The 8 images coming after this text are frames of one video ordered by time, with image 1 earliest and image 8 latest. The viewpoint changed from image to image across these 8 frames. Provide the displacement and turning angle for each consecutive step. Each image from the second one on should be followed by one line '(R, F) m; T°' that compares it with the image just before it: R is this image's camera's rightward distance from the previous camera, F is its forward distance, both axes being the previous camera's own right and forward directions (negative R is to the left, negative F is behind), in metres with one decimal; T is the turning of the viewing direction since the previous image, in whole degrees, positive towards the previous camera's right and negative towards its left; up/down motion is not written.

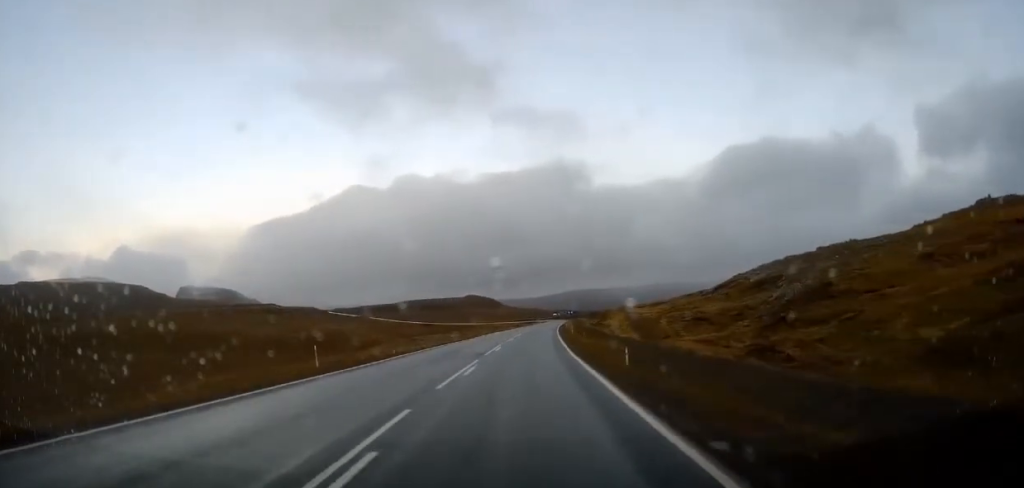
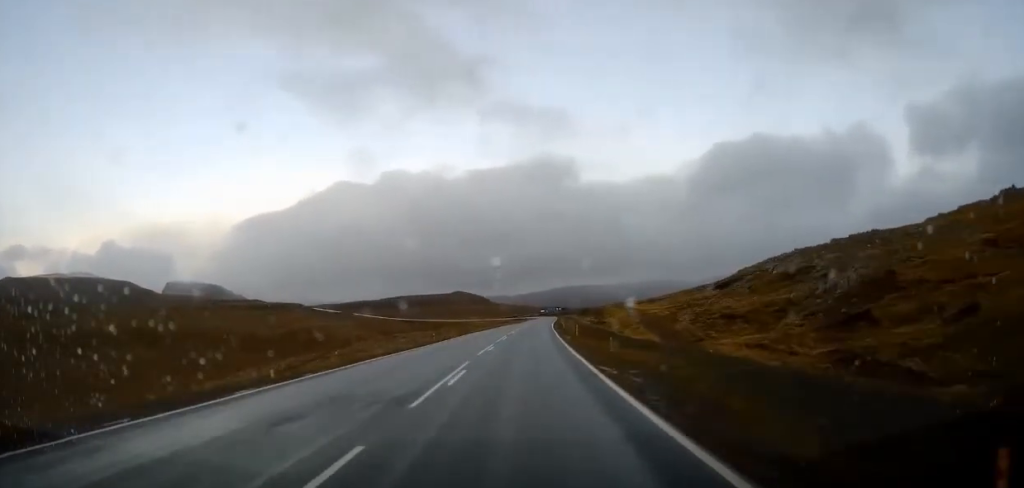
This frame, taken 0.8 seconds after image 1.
(+0.1, +14.7) m; +2°
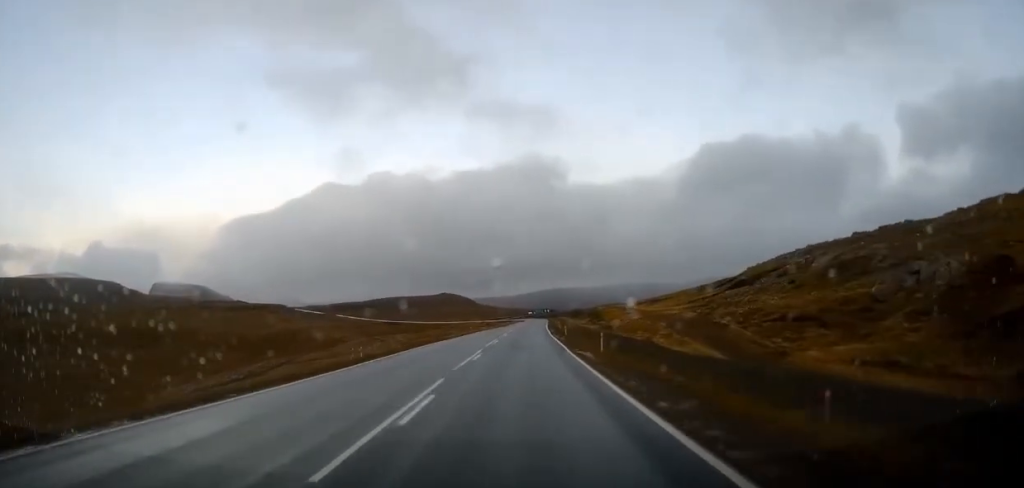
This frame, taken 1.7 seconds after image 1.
(+0.4, +16.6) m; +2°
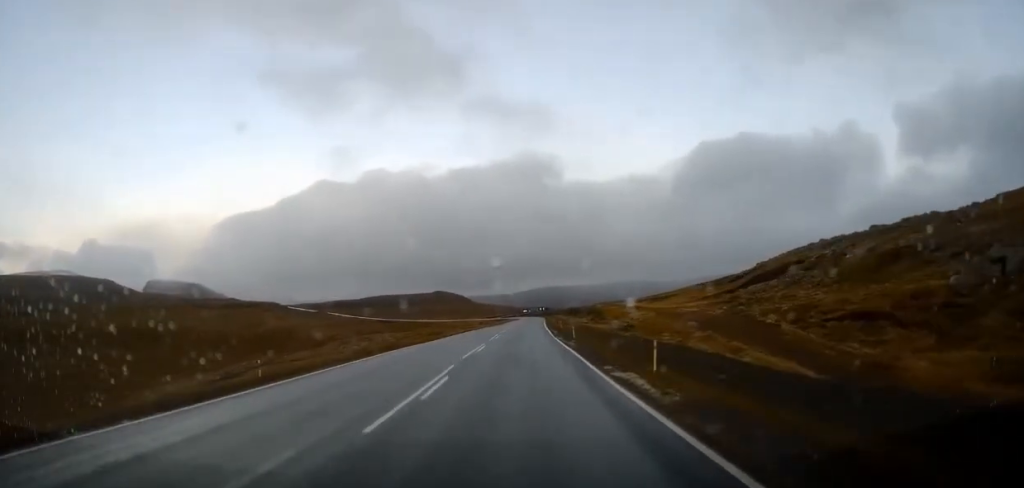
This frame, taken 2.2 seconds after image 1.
(+0.2, +9.9) m; +1°
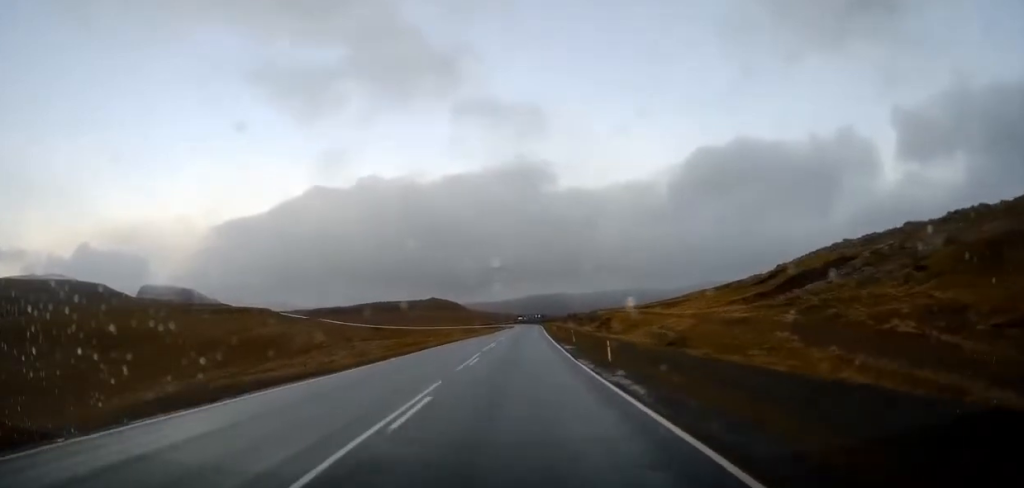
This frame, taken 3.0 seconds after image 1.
(-0.2, +14.8) m; +1°
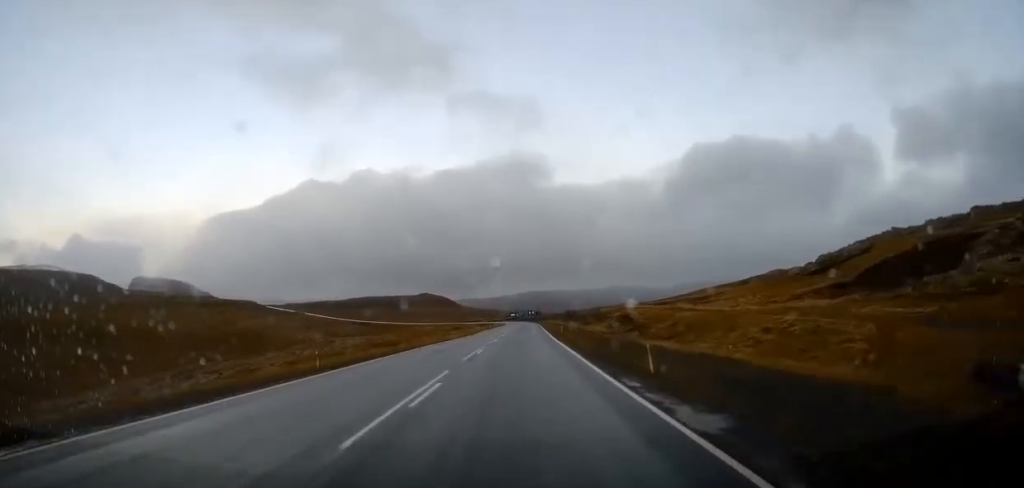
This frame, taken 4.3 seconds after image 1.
(+0.5, +22.7) m; +2°
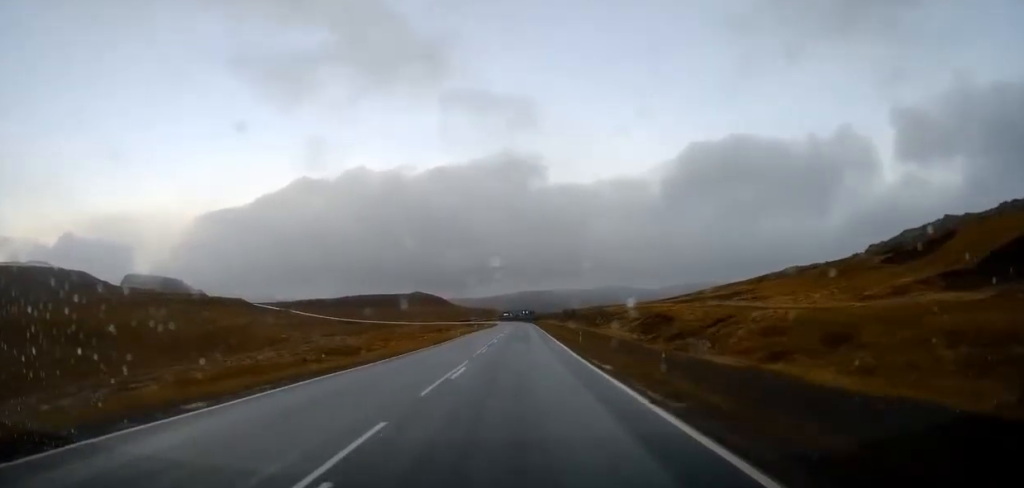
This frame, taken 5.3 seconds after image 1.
(0.0, +19.6) m; 0°
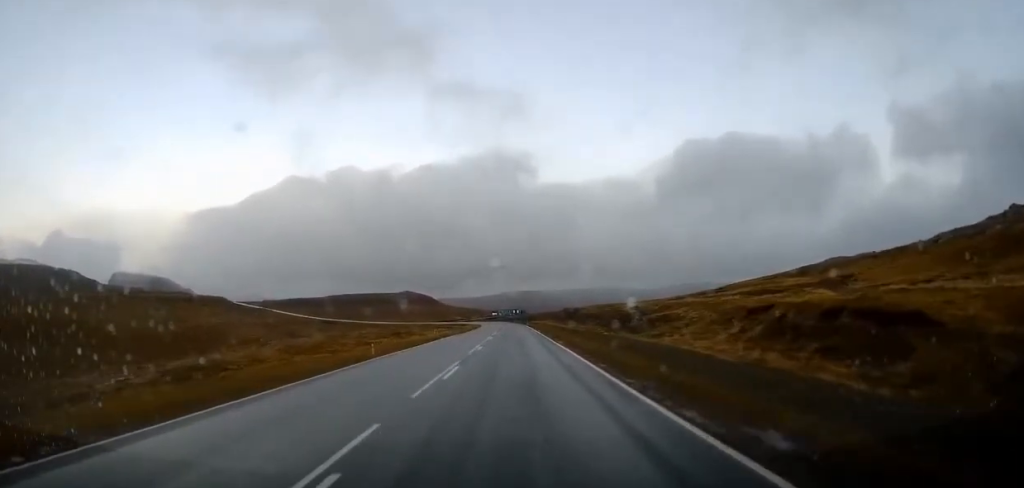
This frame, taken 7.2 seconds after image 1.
(+0.4, +33.2) m; +1°
